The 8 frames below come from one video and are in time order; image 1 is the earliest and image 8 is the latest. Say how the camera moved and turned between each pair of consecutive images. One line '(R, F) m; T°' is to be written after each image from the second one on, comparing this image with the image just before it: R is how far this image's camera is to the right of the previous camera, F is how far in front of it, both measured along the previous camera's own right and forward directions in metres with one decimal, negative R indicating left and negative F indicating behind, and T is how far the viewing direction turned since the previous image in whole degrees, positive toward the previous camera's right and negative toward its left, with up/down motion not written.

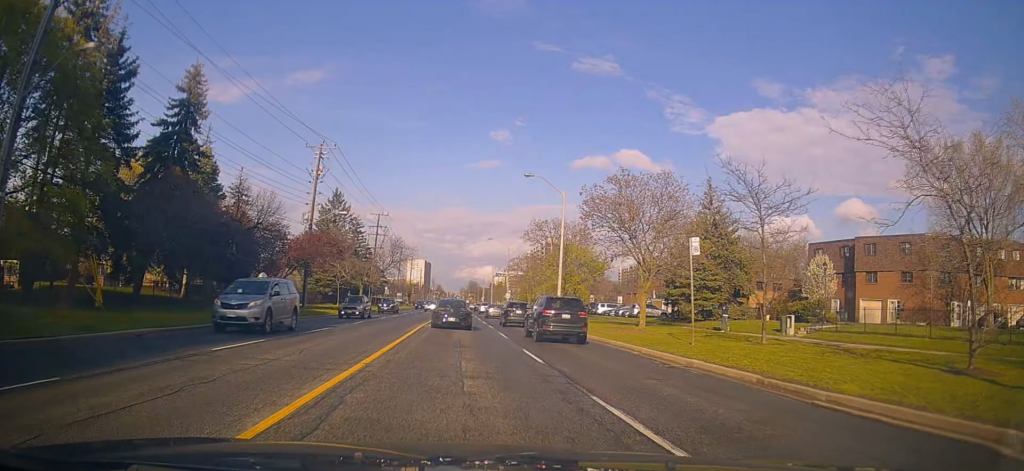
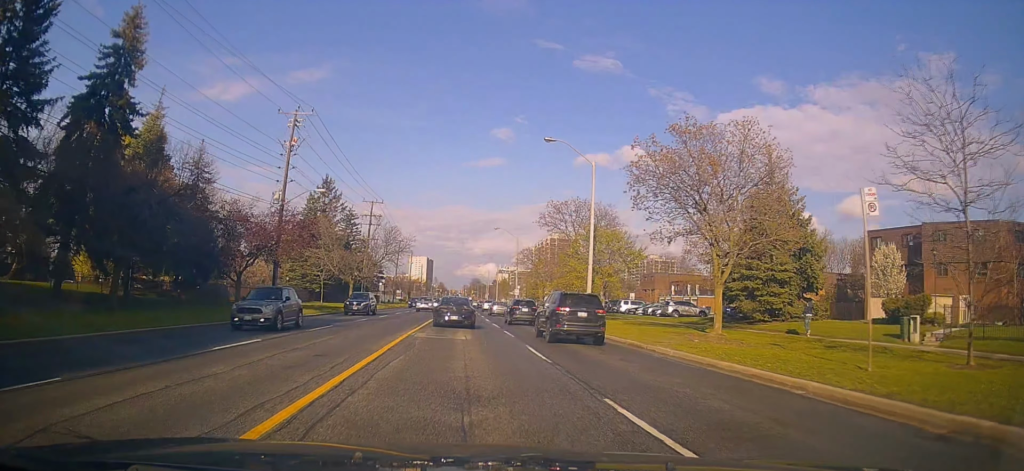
(-0.4, +9.0) m; 0°
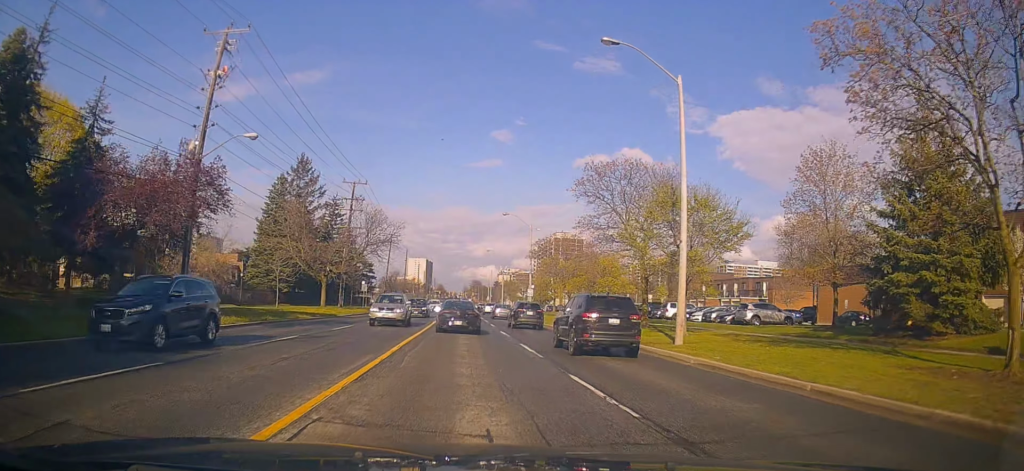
(+0.5, +14.5) m; -1°
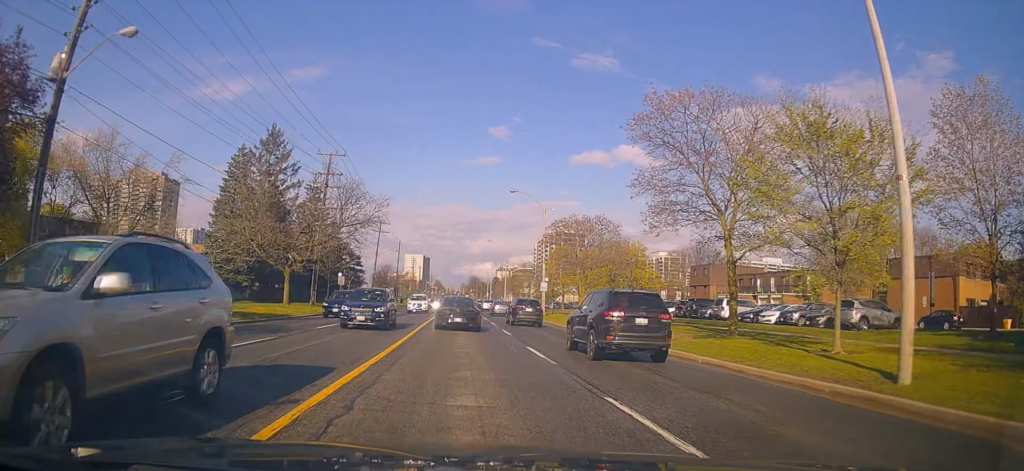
(-0.7, +11.8) m; -3°
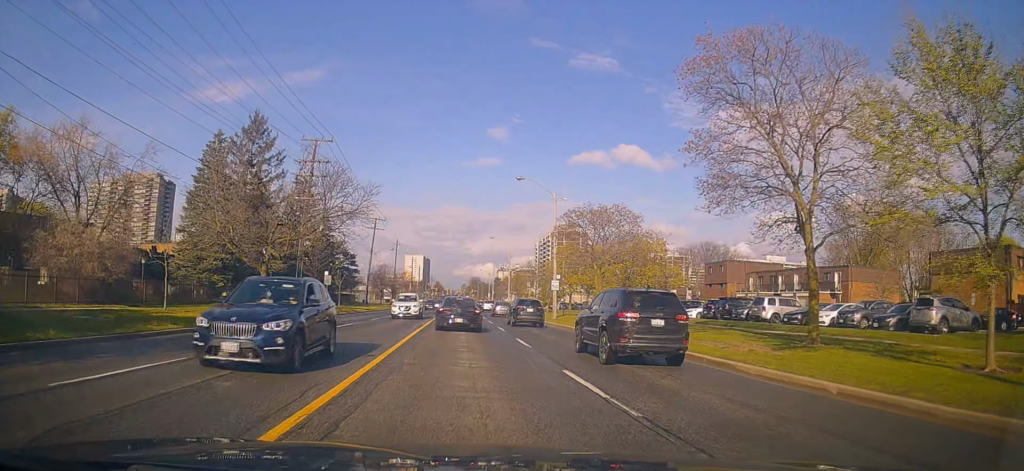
(+0.1, +5.7) m; +1°
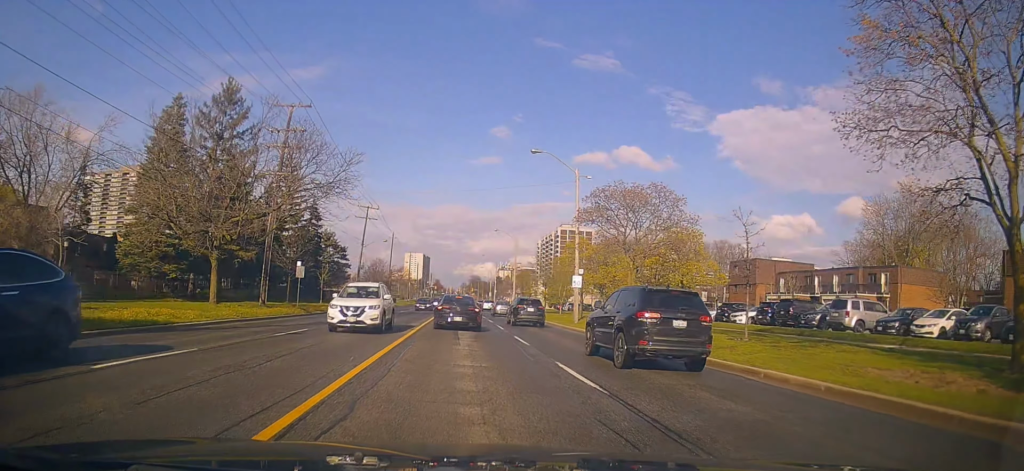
(+0.1, +8.2) m; +2°
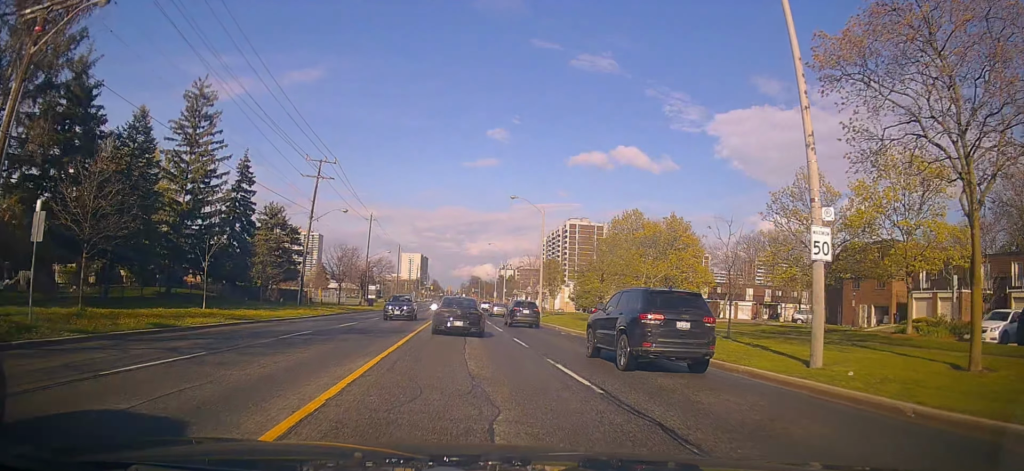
(+0.8, +26.0) m; 0°
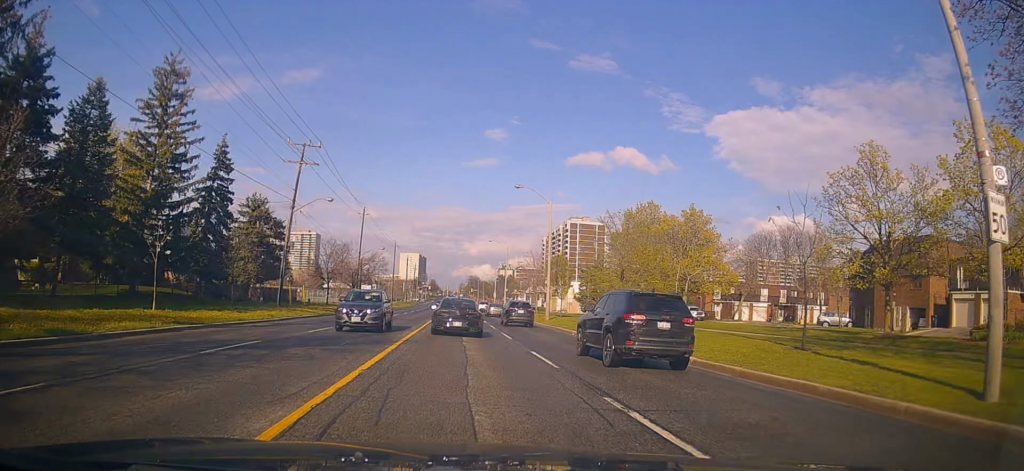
(-0.1, +5.5) m; 0°
